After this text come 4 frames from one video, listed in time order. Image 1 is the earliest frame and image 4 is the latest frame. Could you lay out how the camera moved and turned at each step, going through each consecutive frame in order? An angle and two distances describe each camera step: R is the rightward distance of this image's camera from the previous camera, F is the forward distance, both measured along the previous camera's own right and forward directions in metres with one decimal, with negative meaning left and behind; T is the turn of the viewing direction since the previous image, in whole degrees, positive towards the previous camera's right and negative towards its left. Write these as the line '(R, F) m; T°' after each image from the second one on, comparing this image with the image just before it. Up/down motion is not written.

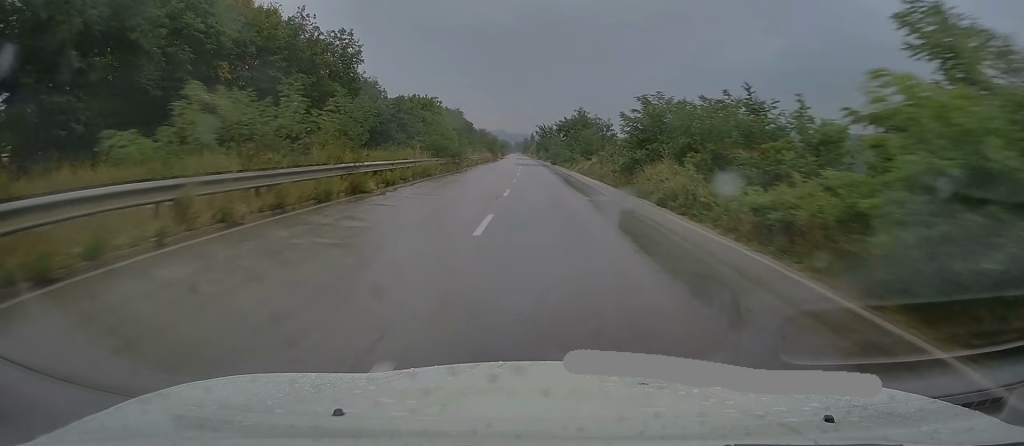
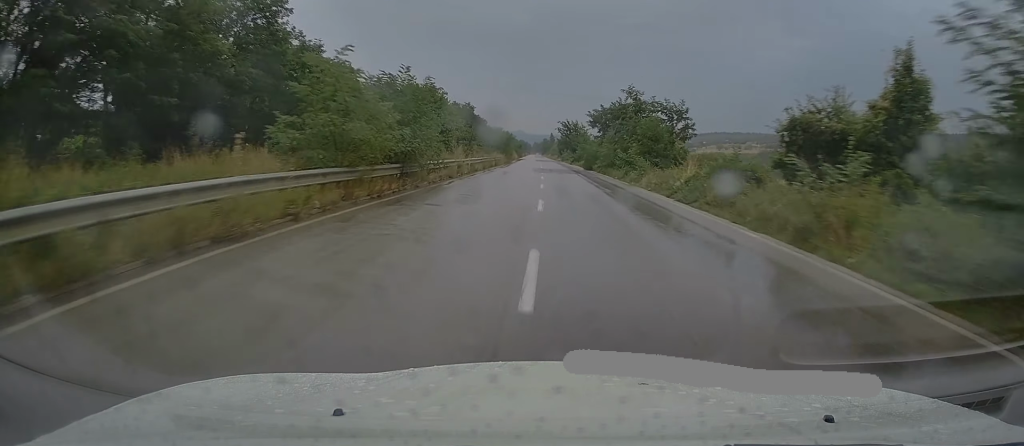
(0.0, +22.4) m; -1°
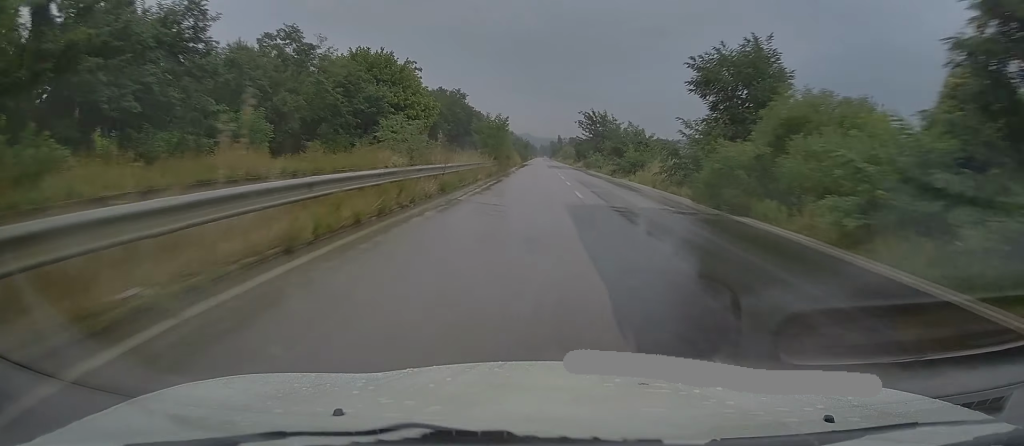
(-1.3, +38.0) m; -3°
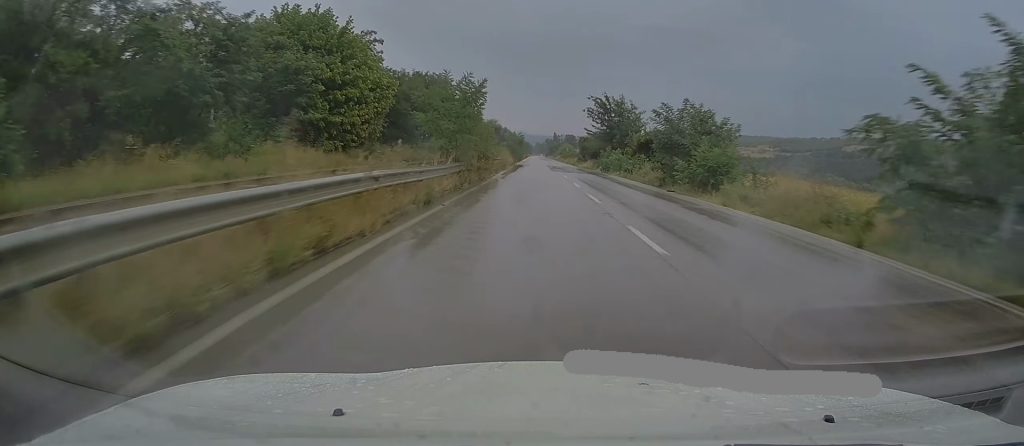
(+0.1, +20.8) m; +1°
